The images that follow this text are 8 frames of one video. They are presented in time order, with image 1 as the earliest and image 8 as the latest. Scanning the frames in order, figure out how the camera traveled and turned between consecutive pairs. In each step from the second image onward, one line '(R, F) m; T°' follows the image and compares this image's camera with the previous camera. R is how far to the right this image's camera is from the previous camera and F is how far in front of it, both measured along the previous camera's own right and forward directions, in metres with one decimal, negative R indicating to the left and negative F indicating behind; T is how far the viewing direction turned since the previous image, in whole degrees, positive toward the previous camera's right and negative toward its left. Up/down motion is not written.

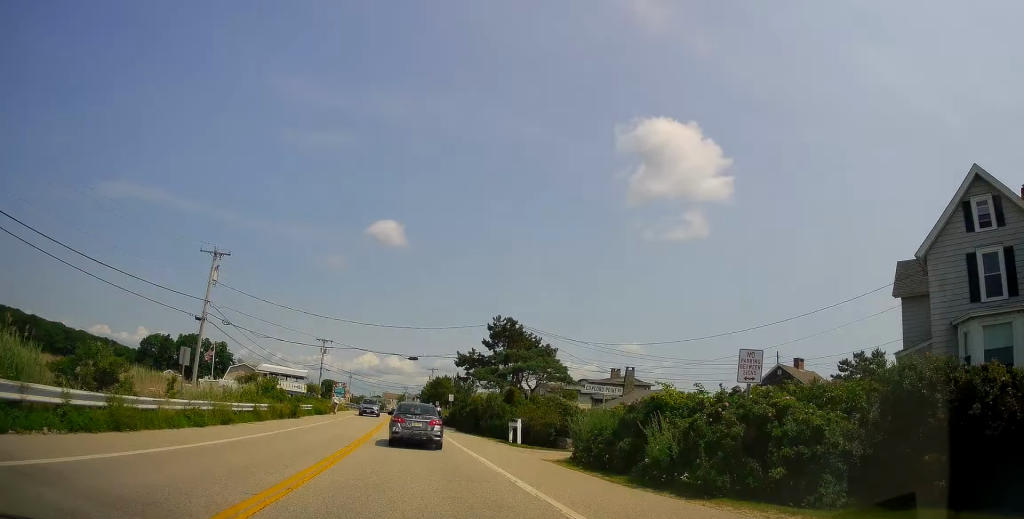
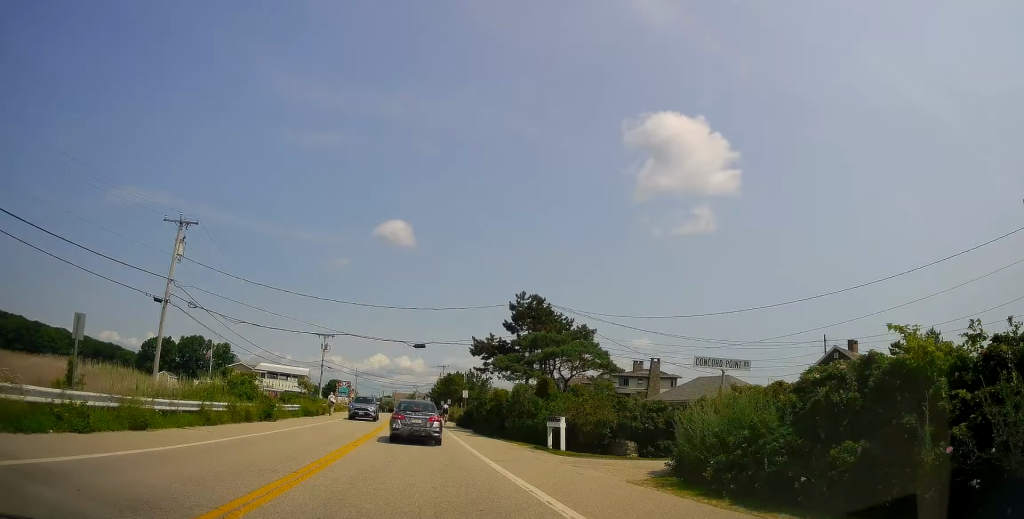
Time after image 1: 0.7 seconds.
(+0.2, +7.5) m; -1°
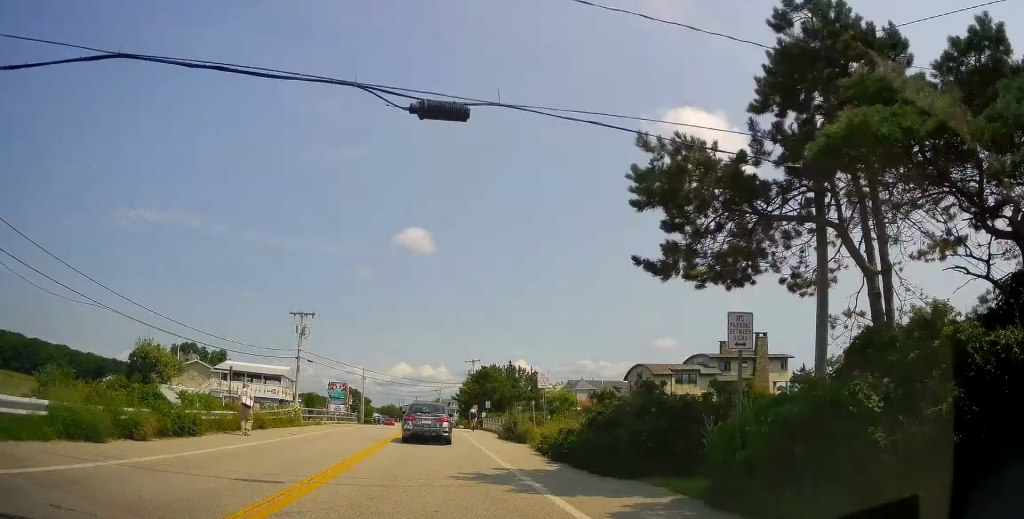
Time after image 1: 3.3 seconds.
(-0.5, +28.2) m; 0°
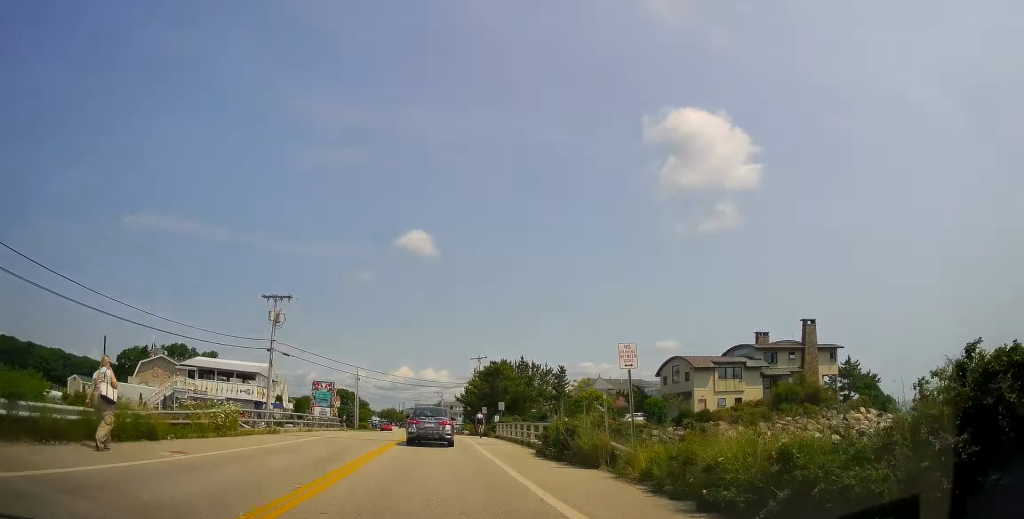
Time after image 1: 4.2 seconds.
(-0.2, +10.8) m; -2°
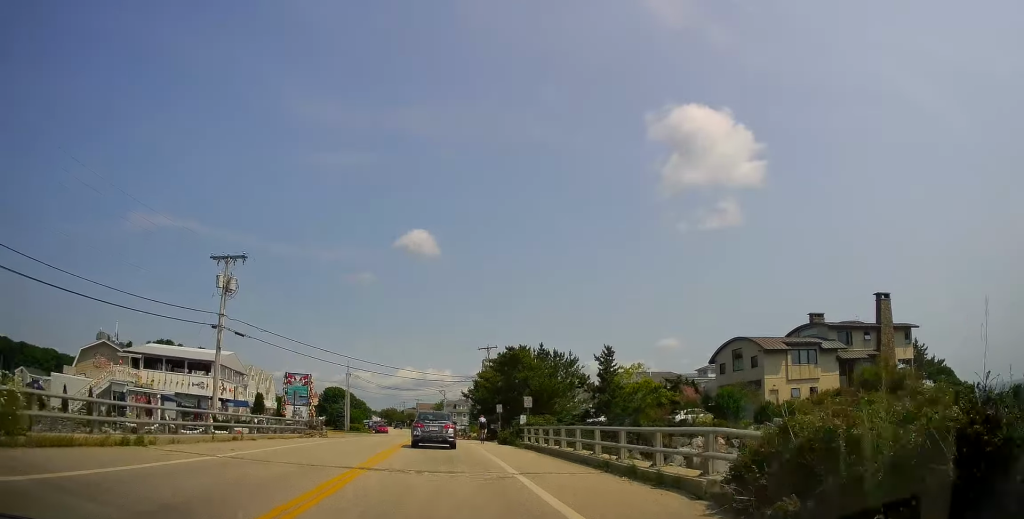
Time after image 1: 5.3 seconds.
(-0.2, +12.9) m; -1°
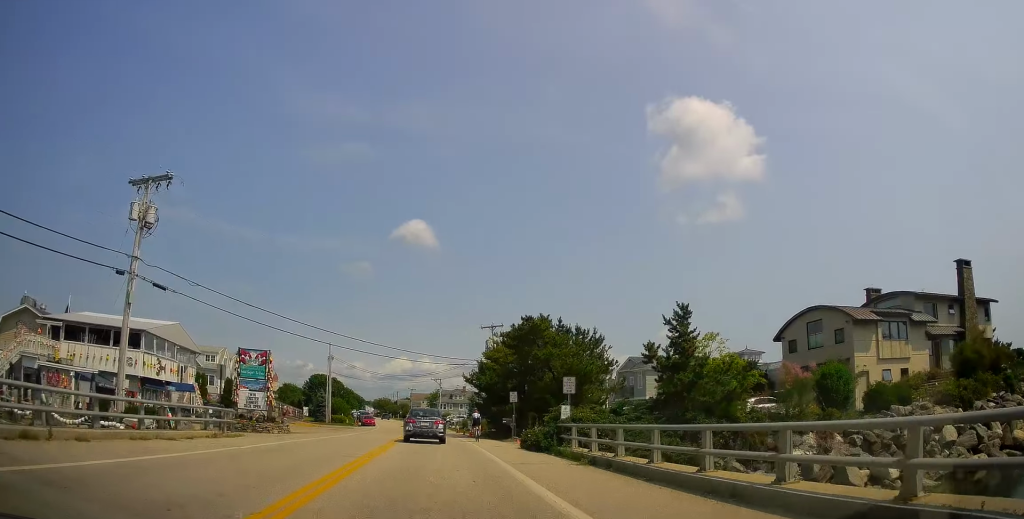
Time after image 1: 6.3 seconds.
(0.0, +11.5) m; 0°
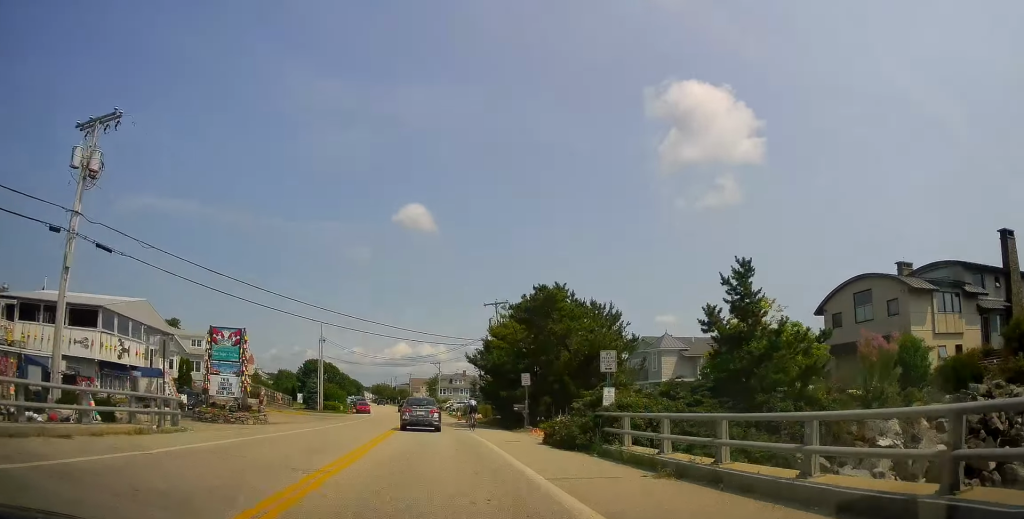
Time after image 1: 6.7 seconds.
(0.0, +5.2) m; 0°
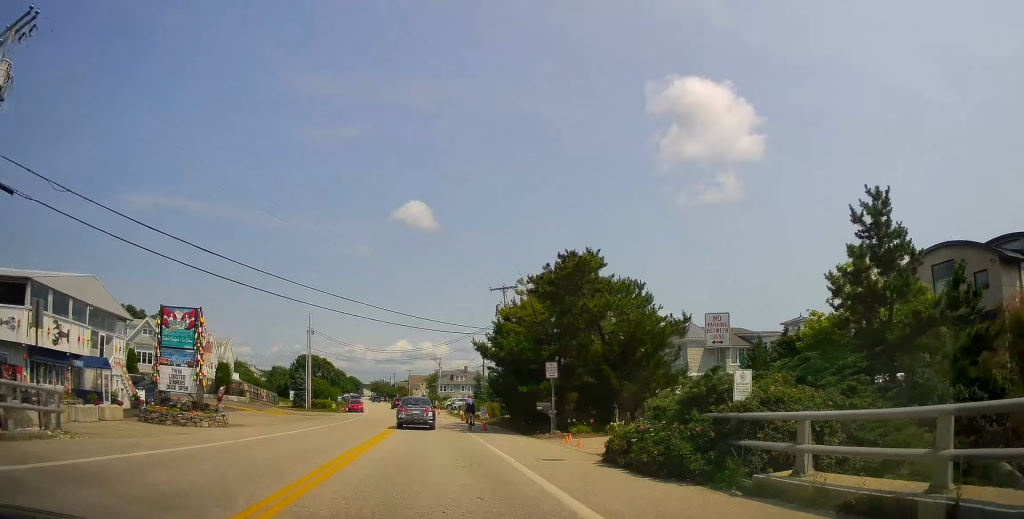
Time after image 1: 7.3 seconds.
(0.0, +6.9) m; 0°
